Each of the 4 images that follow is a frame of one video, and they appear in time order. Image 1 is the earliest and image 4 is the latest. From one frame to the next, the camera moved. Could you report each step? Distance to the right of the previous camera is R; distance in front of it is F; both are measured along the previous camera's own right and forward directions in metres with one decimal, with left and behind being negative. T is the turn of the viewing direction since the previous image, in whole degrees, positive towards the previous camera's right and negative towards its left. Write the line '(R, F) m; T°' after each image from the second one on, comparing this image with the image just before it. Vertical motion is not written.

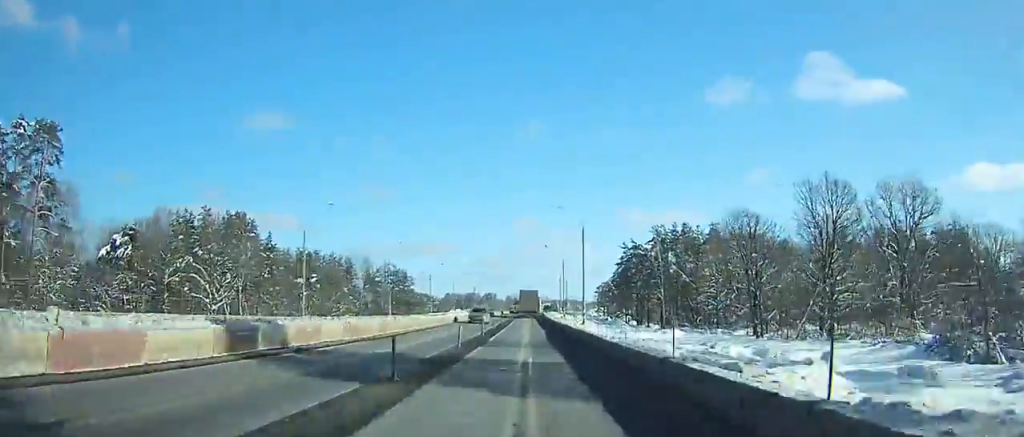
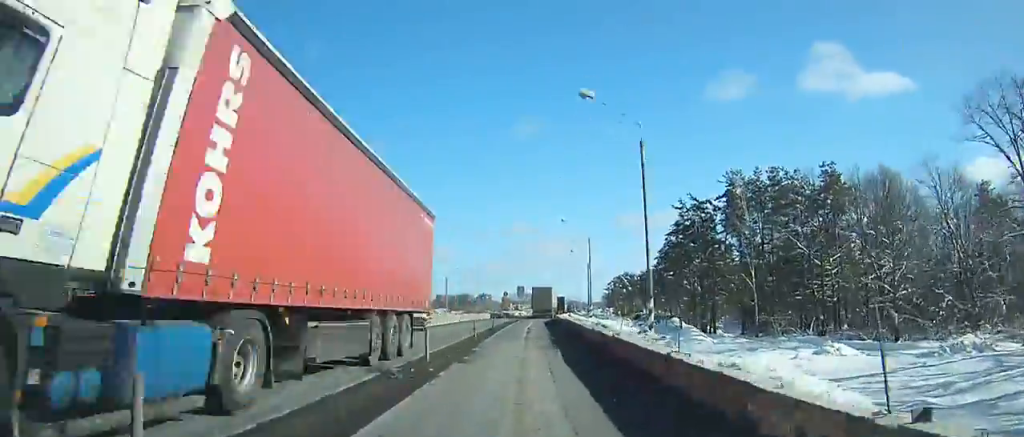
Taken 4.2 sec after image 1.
(-0.7, +56.1) m; -1°
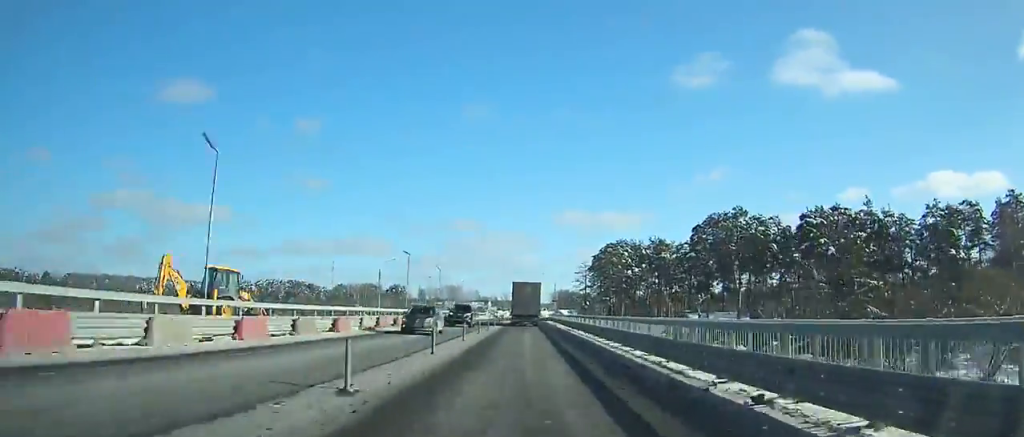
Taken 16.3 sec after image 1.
(+6.6, +150.7) m; +5°
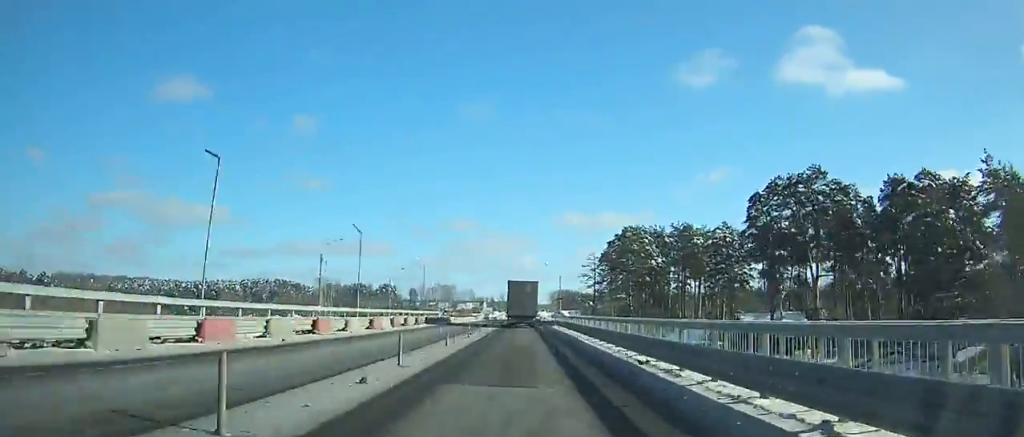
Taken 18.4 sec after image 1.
(-1.5, +26.9) m; 0°
